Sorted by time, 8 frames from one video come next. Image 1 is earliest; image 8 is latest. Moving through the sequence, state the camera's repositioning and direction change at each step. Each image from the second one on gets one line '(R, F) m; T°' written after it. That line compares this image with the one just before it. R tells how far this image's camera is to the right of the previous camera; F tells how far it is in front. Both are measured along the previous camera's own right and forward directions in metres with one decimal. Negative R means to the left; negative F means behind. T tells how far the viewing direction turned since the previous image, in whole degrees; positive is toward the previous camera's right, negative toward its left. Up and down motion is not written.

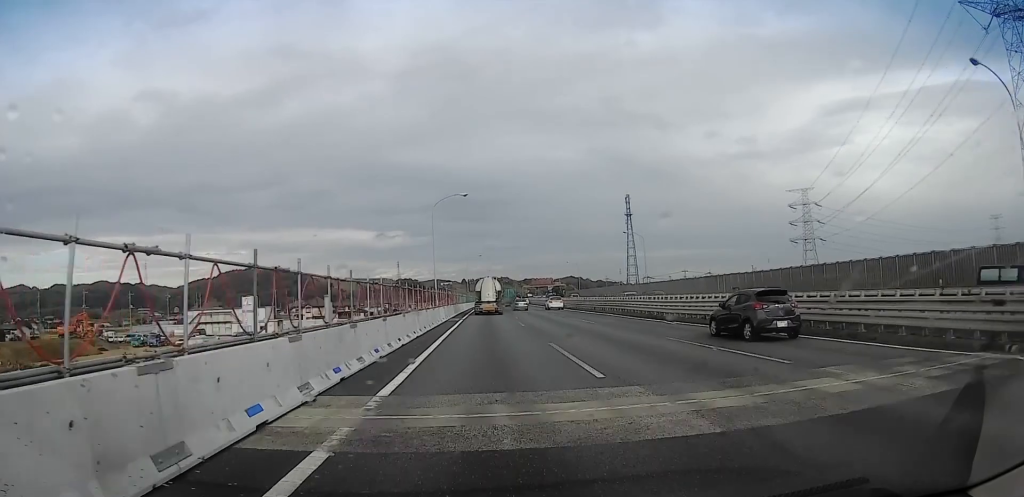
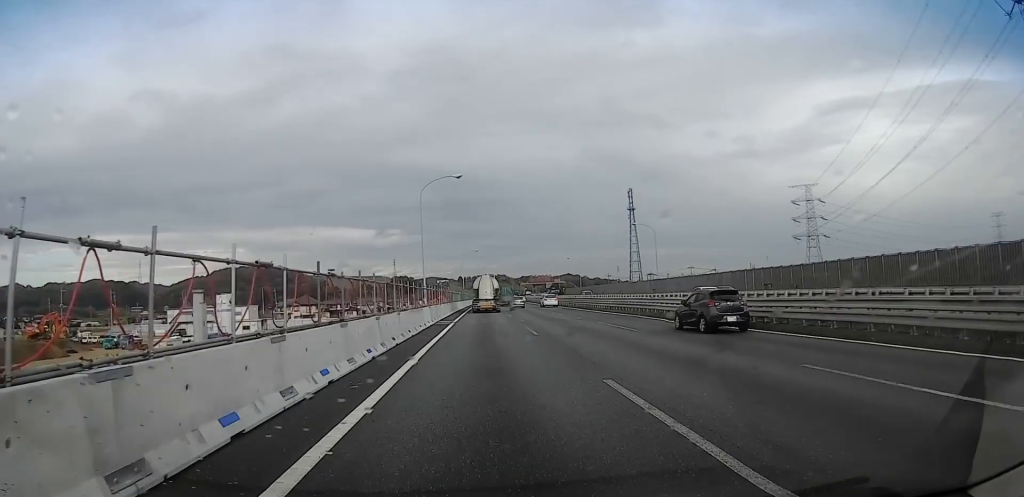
(+0.2, +8.5) m; -1°
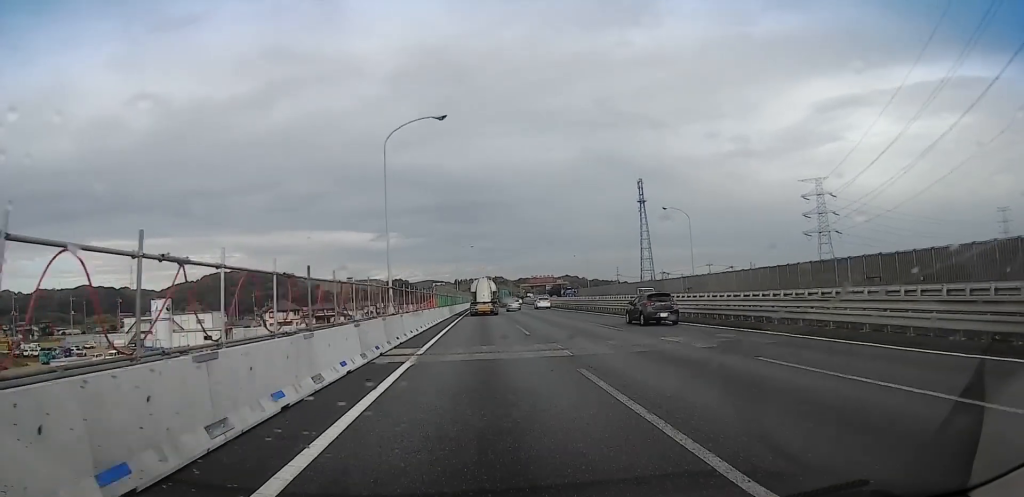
(-0.9, +17.9) m; 0°
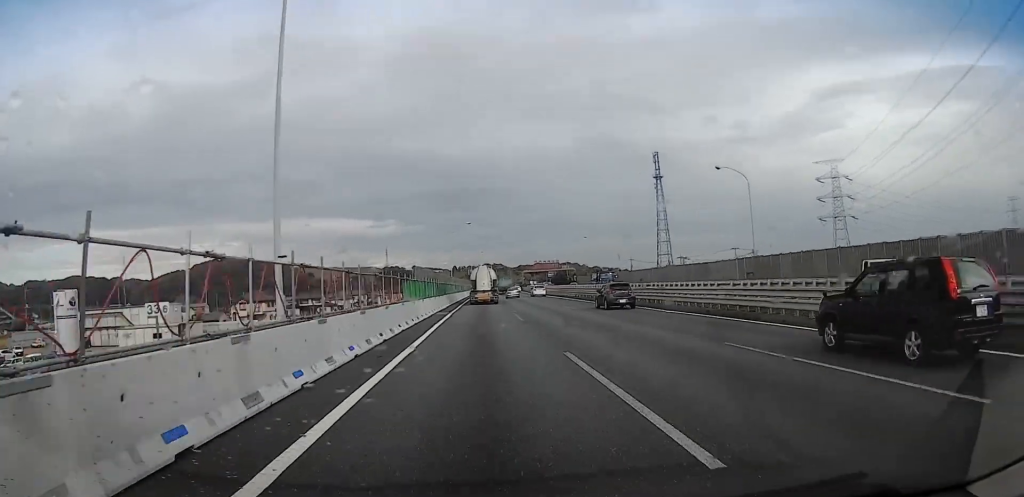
(+0.8, +19.2) m; +3°
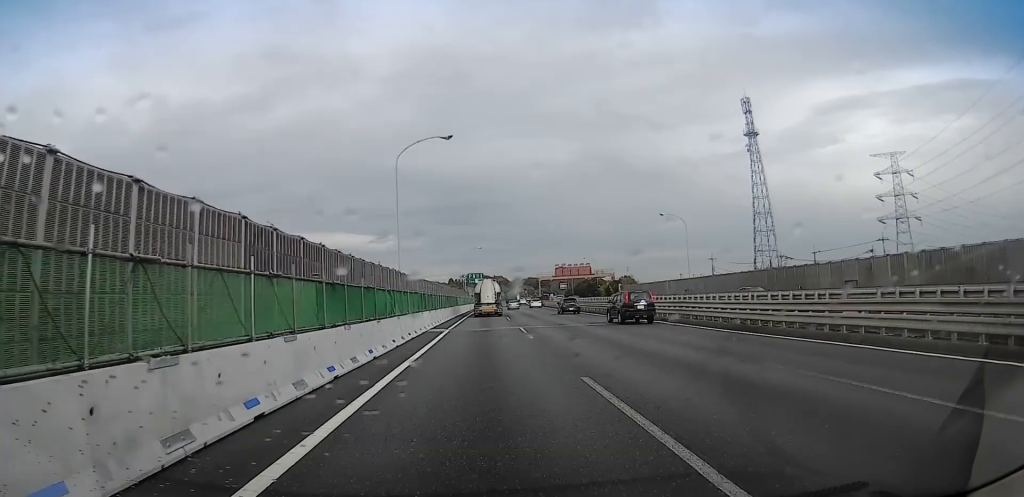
(+0.7, +62.3) m; +1°
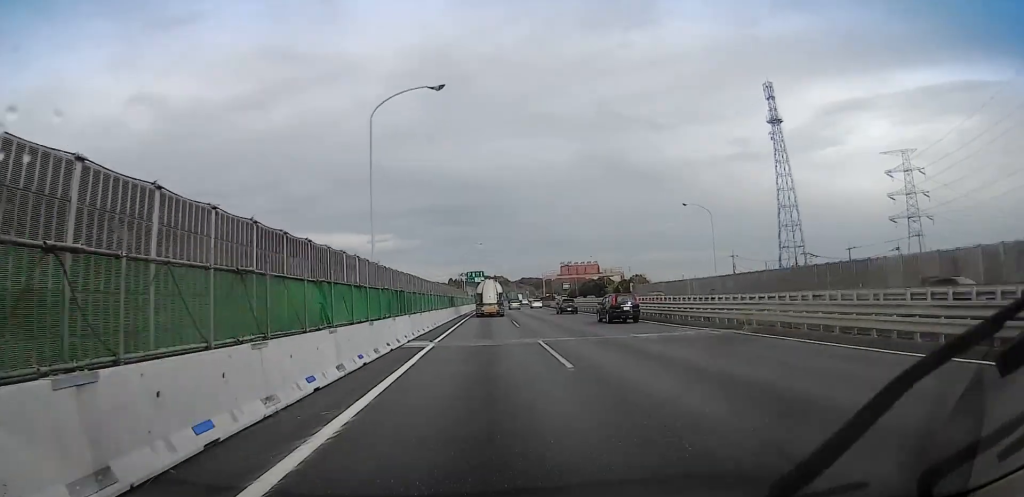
(0.0, +9.4) m; -1°
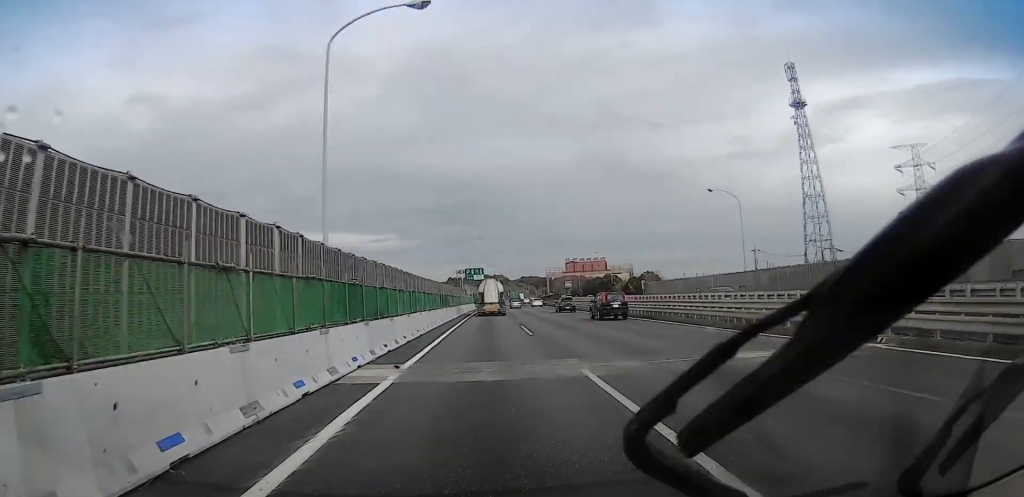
(+0.2, +8.7) m; -1°
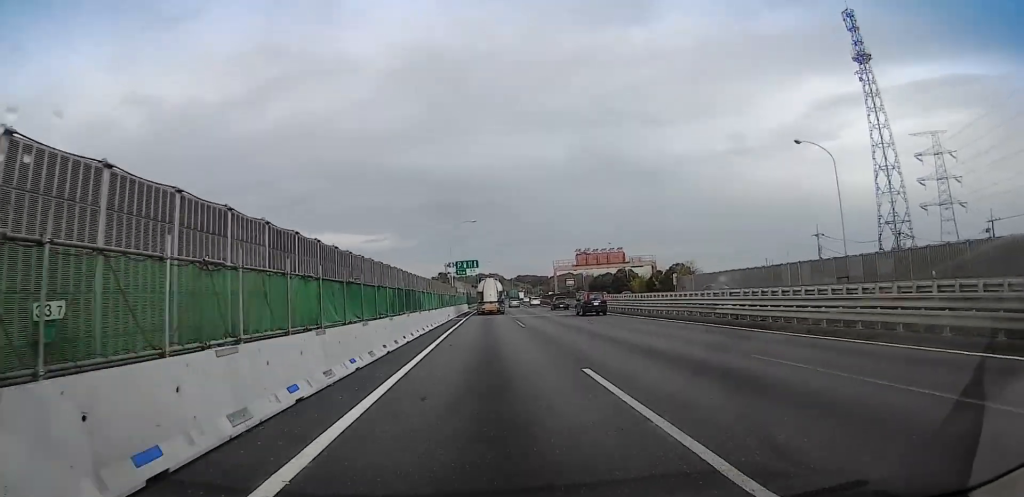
(-1.0, +20.3) m; -1°
